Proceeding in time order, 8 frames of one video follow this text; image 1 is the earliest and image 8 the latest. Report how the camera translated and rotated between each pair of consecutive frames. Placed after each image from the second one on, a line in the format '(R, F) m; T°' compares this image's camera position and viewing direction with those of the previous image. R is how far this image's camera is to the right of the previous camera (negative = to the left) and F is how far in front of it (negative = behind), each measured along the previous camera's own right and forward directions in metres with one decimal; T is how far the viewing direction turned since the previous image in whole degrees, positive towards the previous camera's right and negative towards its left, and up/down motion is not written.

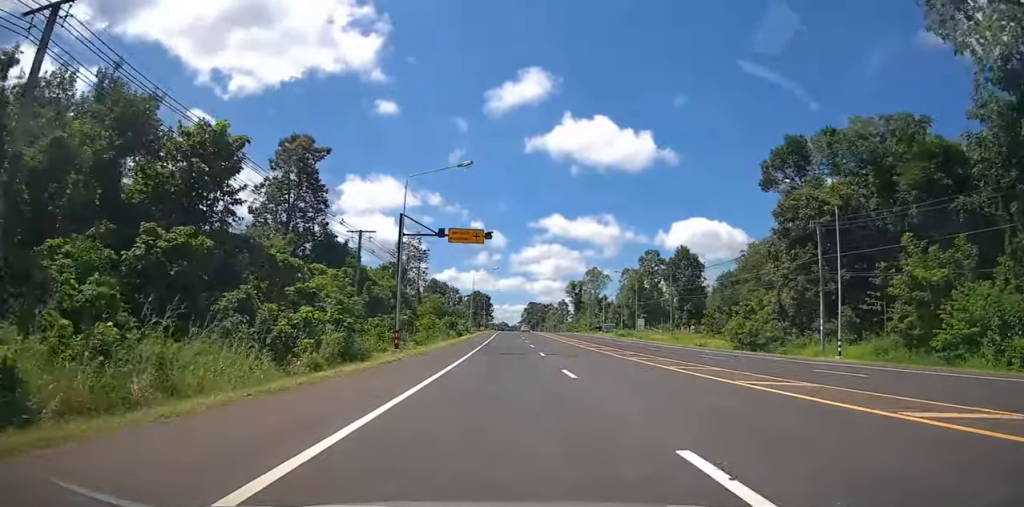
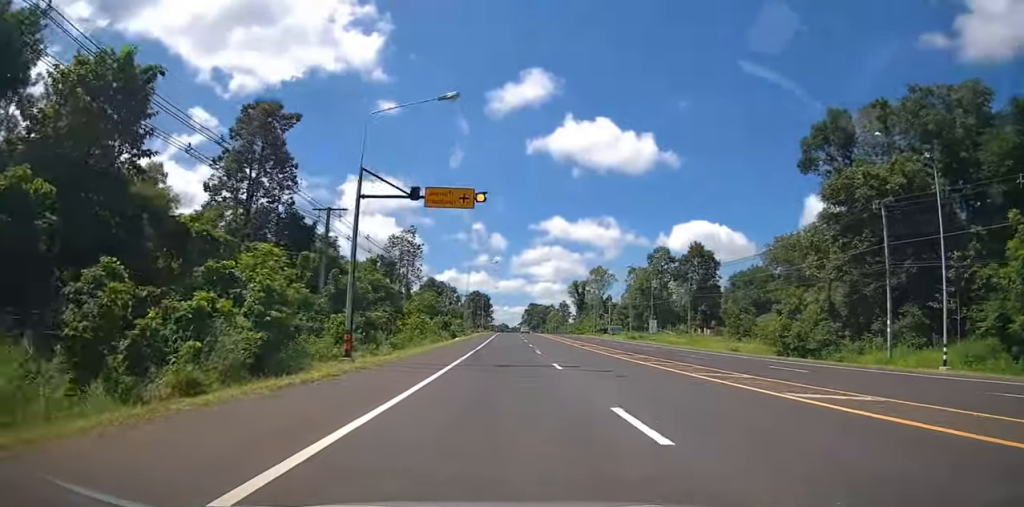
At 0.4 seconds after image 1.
(0.0, +8.5) m; 0°
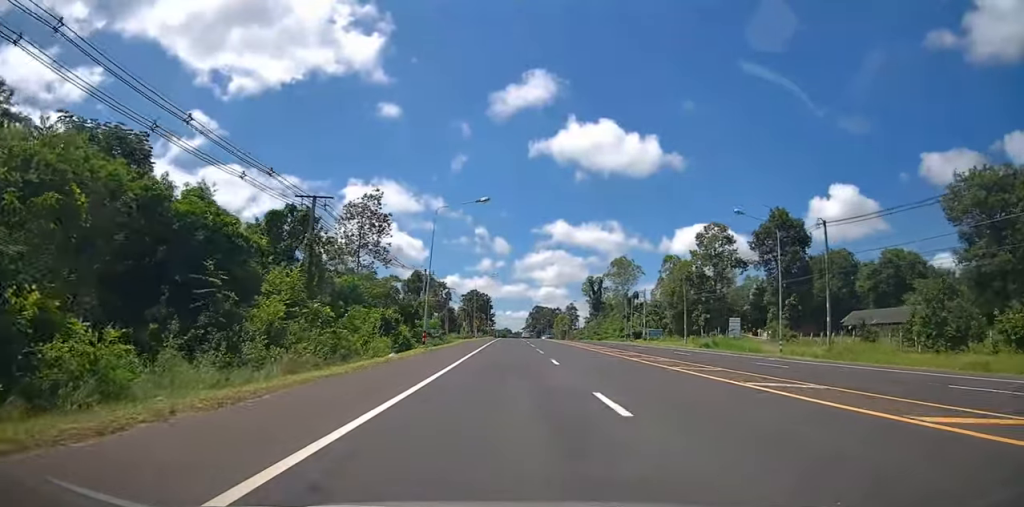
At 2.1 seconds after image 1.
(-0.1, +34.1) m; 0°
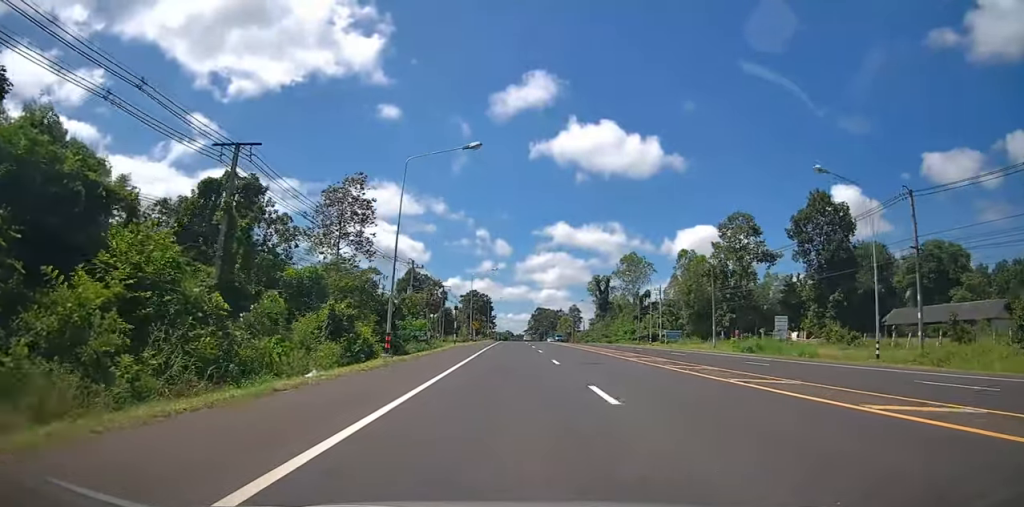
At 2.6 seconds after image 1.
(-0.1, +10.7) m; 0°
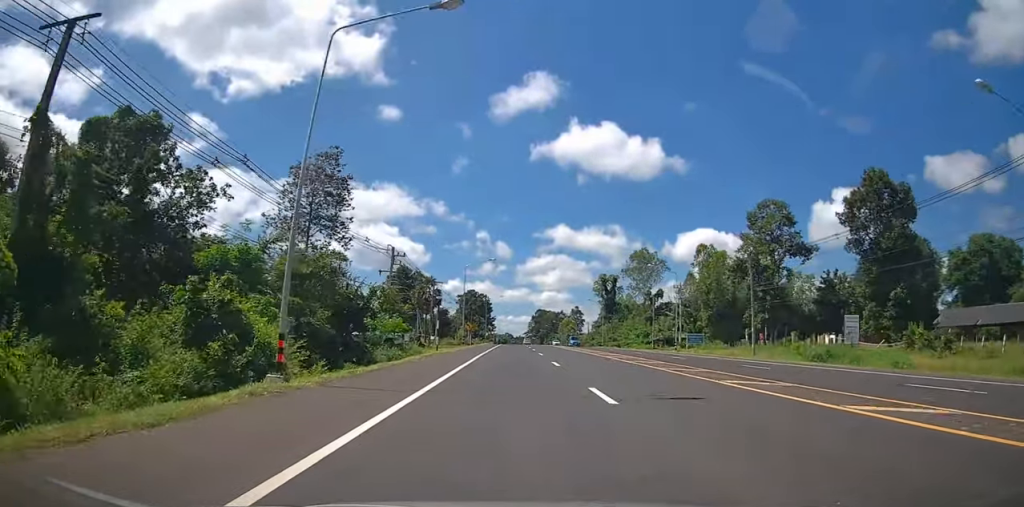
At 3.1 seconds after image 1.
(+0.2, +11.5) m; 0°
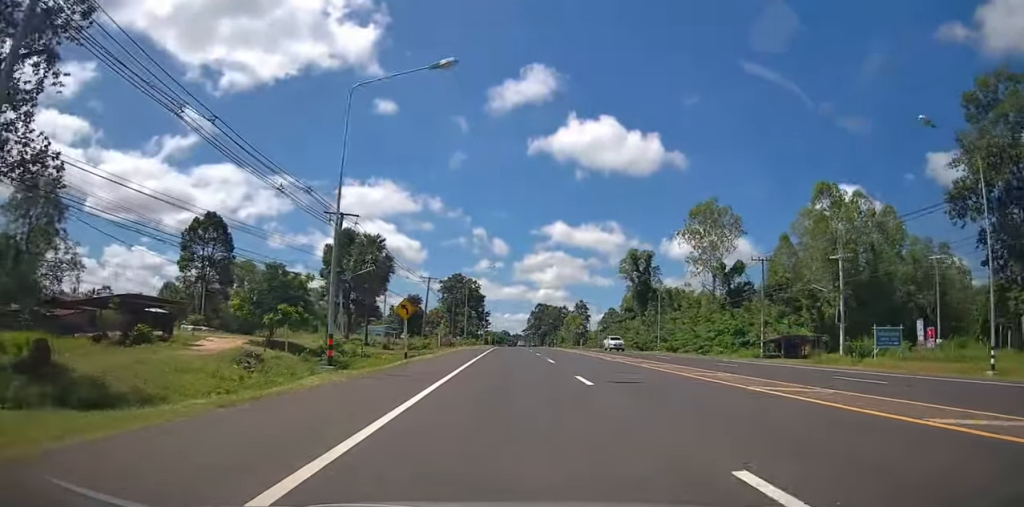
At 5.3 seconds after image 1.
(-0.6, +44.1) m; 0°
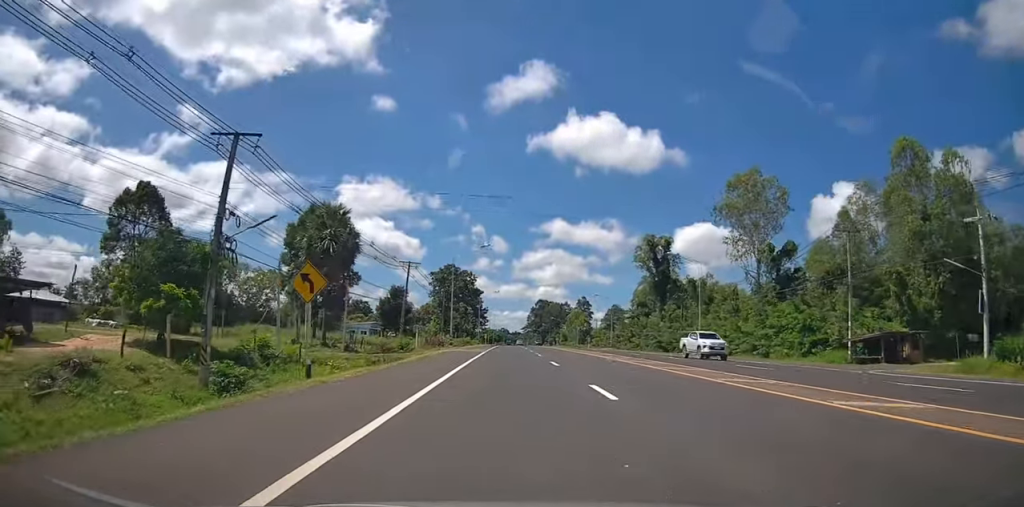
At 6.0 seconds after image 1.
(+0.2, +15.4) m; 0°
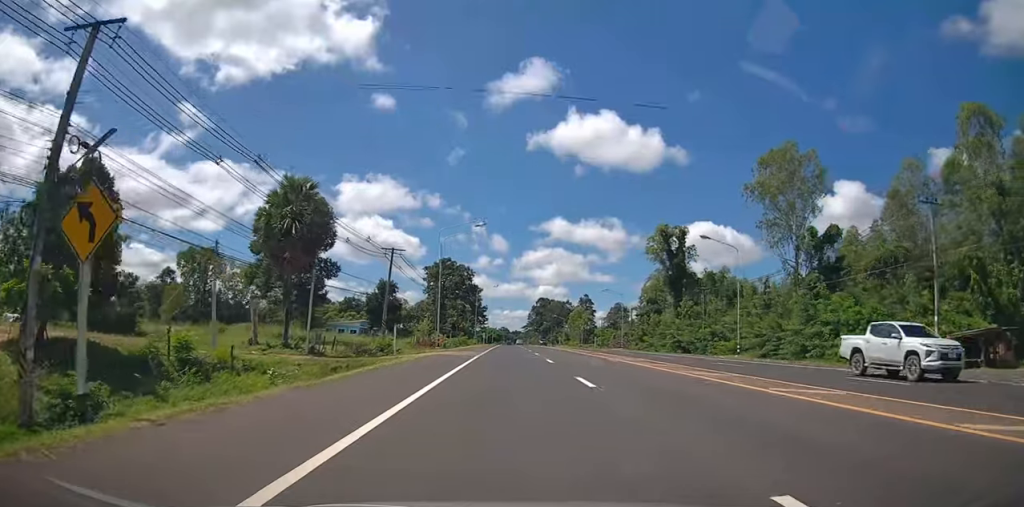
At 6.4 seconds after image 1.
(+0.2, +9.5) m; 0°
